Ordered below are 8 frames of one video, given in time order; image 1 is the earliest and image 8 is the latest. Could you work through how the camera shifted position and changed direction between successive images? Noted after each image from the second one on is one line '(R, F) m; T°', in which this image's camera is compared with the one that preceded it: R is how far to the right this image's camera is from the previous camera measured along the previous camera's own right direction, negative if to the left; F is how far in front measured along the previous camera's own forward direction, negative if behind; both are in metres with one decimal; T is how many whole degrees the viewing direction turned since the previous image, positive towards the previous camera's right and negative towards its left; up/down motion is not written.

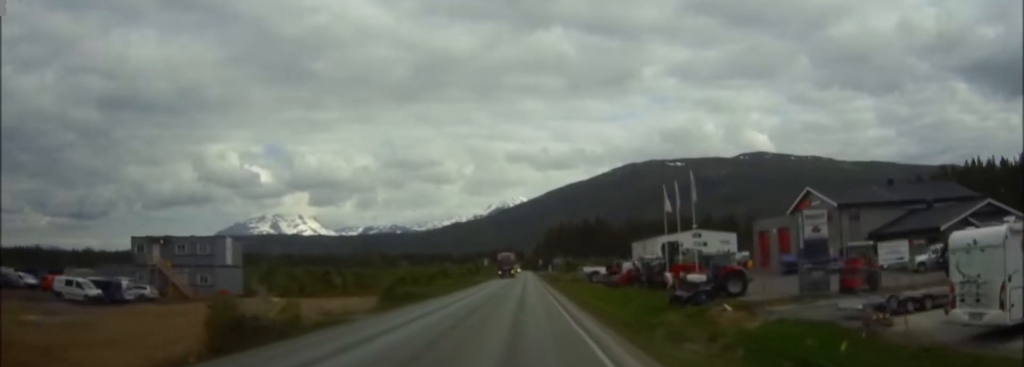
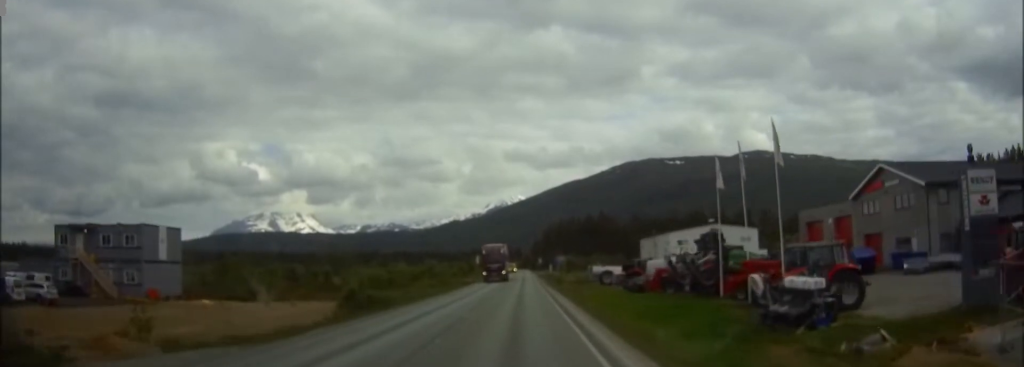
(+0.1, +16.6) m; 0°
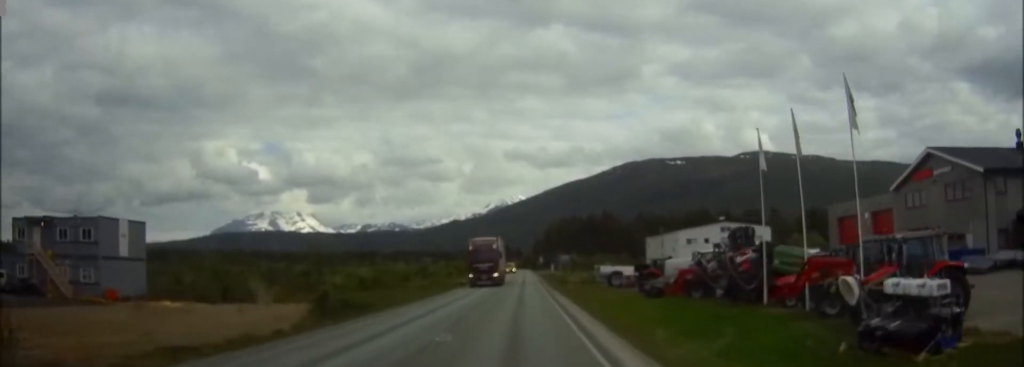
(0.0, +7.9) m; 0°
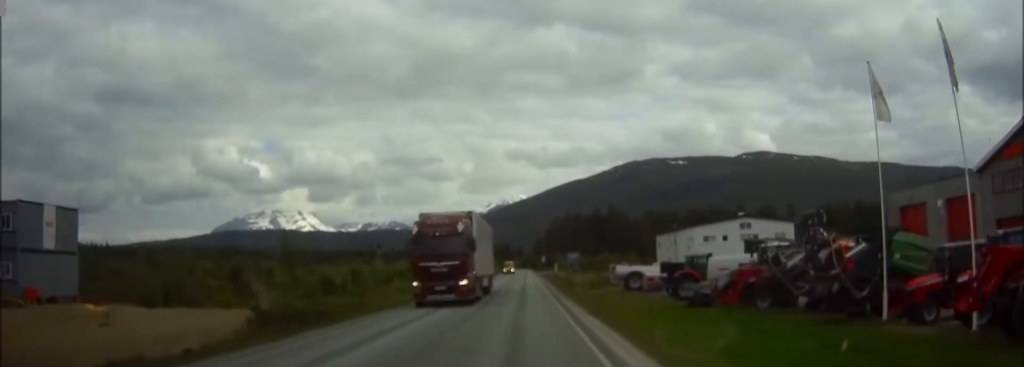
(0.0, +12.1) m; 0°
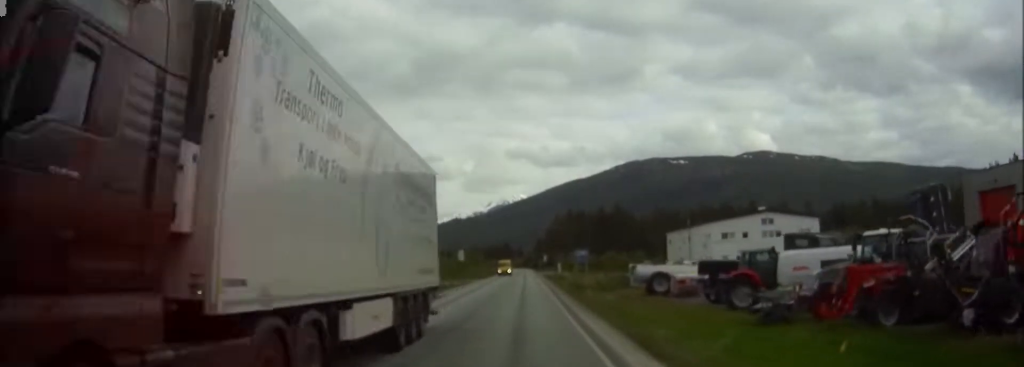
(0.0, +11.7) m; 0°
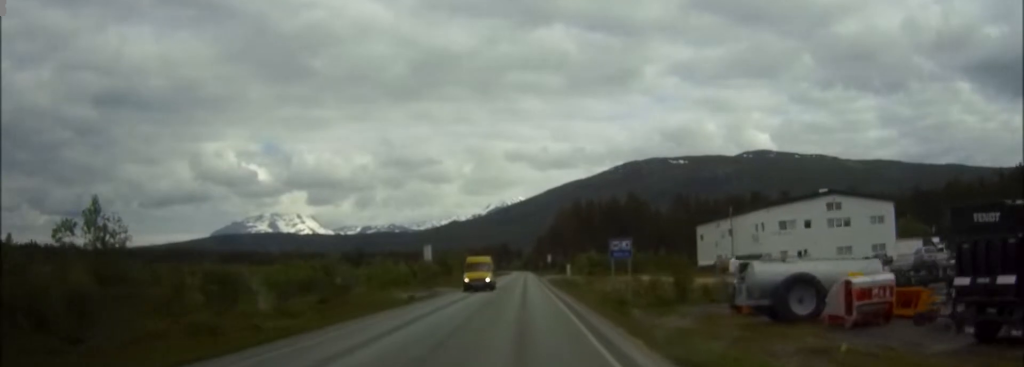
(0.0, +26.5) m; 0°
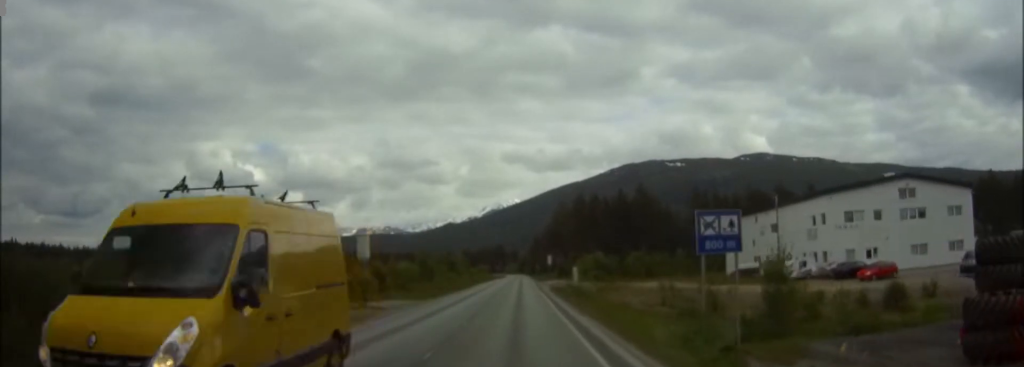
(+0.1, +19.9) m; 0°
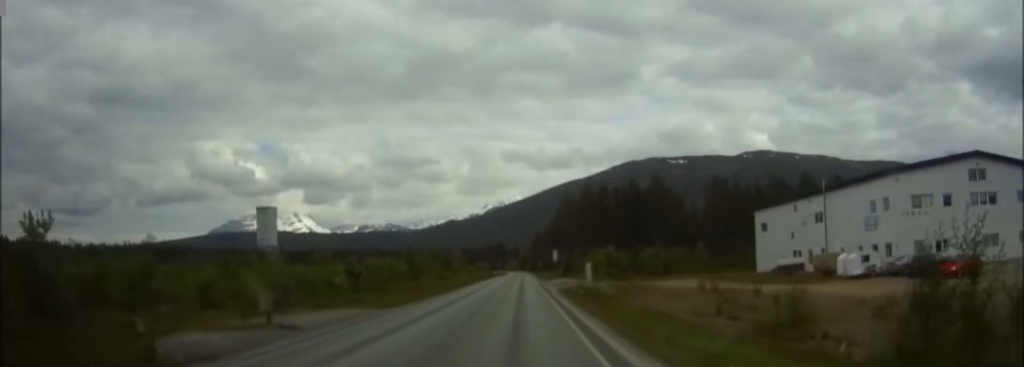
(0.0, +12.9) m; 0°
